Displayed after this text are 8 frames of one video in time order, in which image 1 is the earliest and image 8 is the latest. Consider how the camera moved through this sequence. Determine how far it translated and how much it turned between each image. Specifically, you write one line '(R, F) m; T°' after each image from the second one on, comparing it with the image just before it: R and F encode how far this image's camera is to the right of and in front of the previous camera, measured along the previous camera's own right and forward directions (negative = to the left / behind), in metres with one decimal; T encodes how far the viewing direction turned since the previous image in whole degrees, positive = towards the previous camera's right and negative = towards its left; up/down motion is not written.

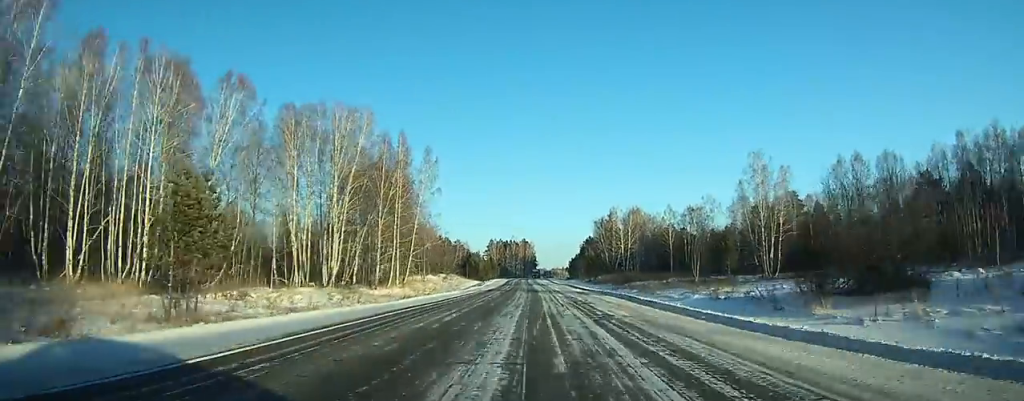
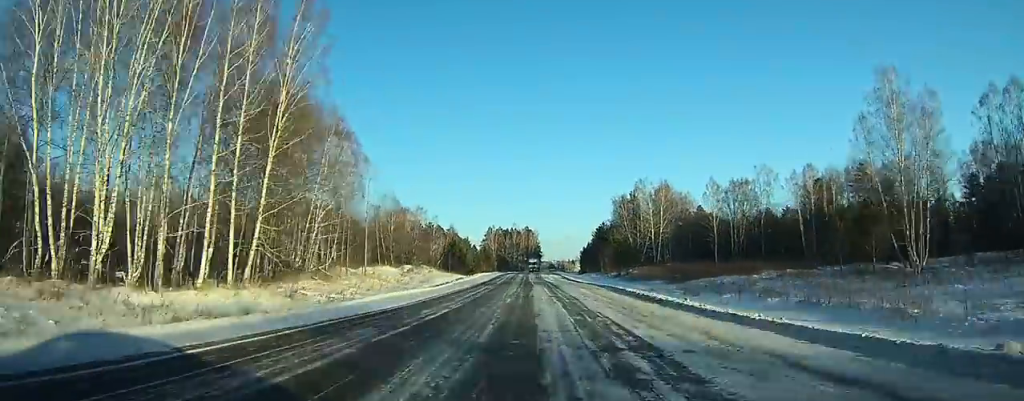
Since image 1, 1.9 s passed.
(-0.3, +40.5) m; -1°
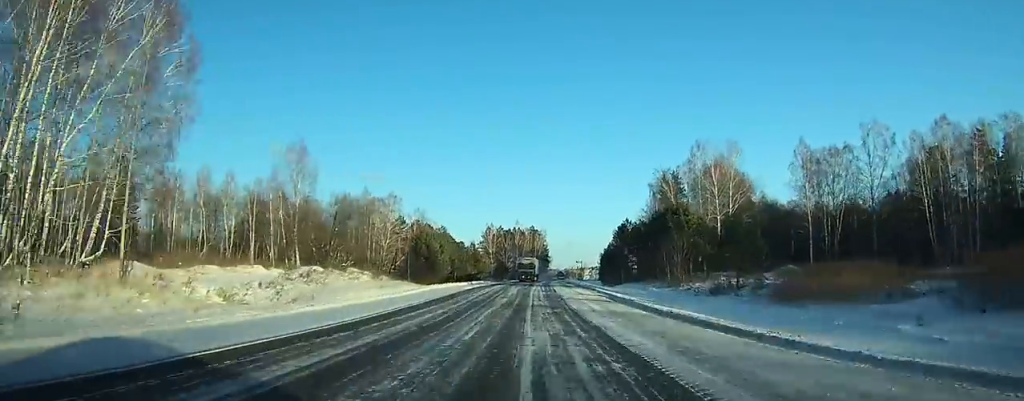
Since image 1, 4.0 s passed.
(-0.2, +46.2) m; 0°
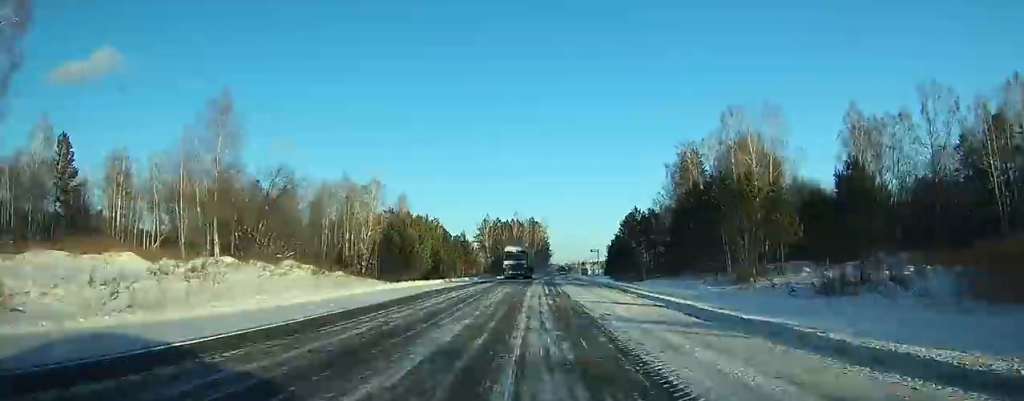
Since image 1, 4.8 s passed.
(0.0, +17.2) m; 0°
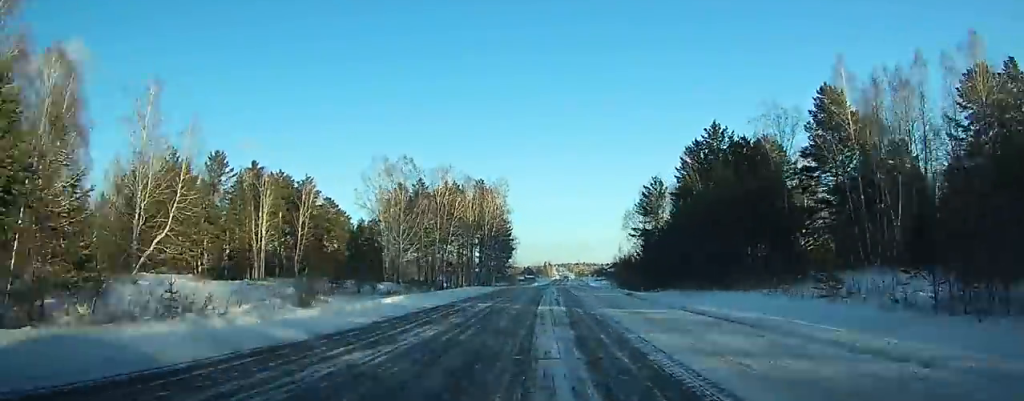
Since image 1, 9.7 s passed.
(+1.8, +102.9) m; +3°
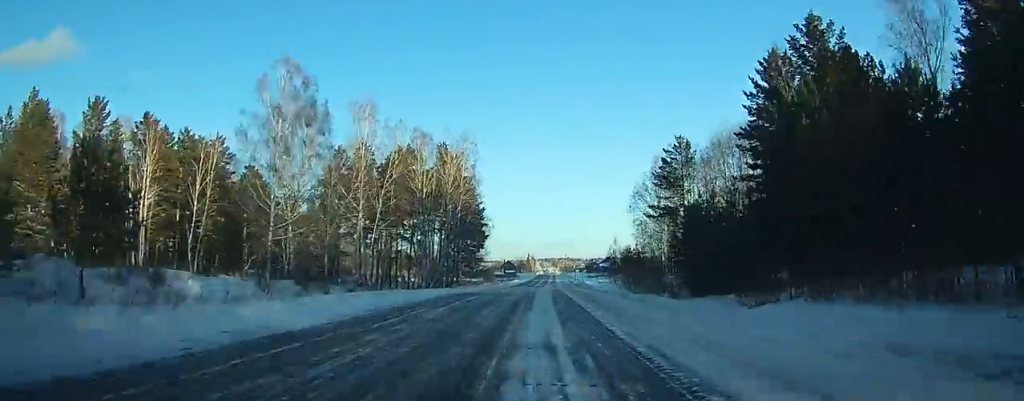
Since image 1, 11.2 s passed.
(+0.6, +31.9) m; +1°
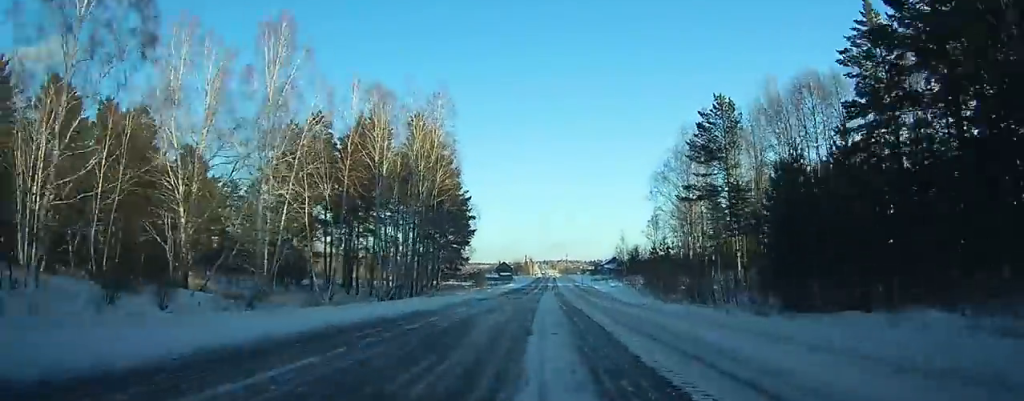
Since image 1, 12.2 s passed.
(+0.1, +20.5) m; 0°
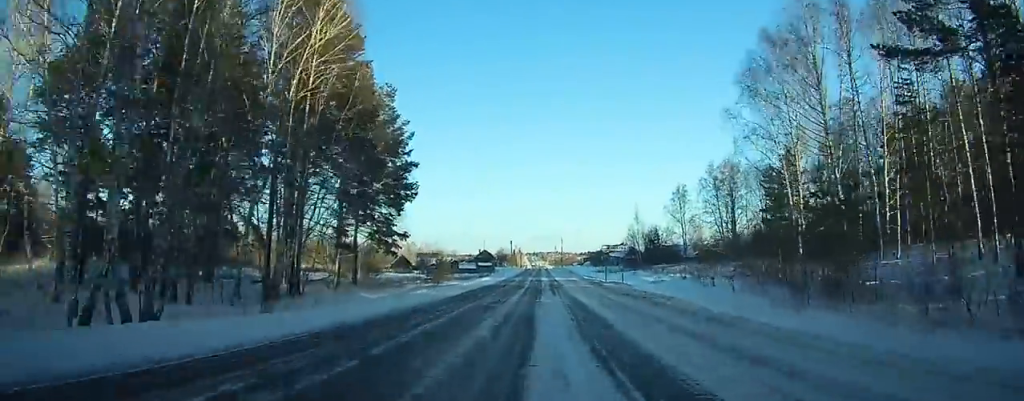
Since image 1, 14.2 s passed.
(+0.2, +40.6) m; +1°
